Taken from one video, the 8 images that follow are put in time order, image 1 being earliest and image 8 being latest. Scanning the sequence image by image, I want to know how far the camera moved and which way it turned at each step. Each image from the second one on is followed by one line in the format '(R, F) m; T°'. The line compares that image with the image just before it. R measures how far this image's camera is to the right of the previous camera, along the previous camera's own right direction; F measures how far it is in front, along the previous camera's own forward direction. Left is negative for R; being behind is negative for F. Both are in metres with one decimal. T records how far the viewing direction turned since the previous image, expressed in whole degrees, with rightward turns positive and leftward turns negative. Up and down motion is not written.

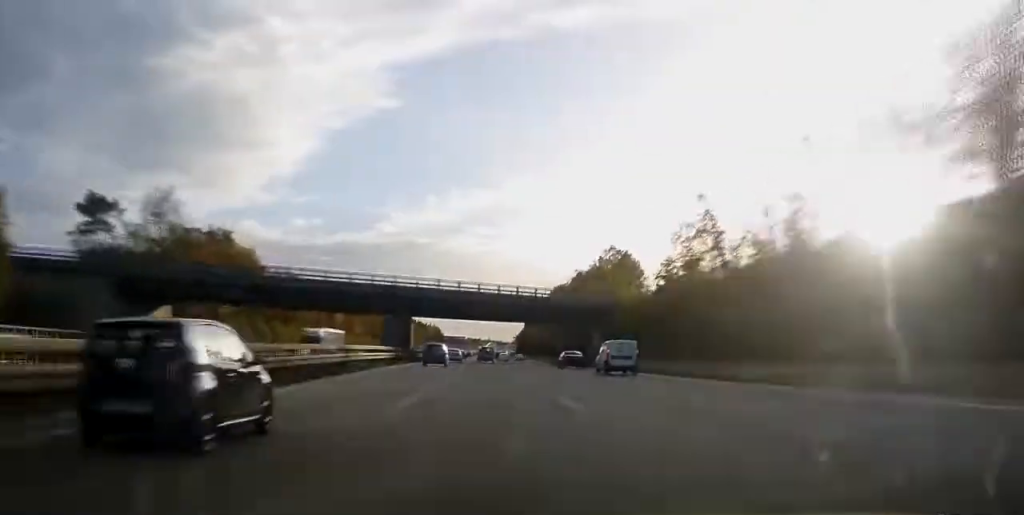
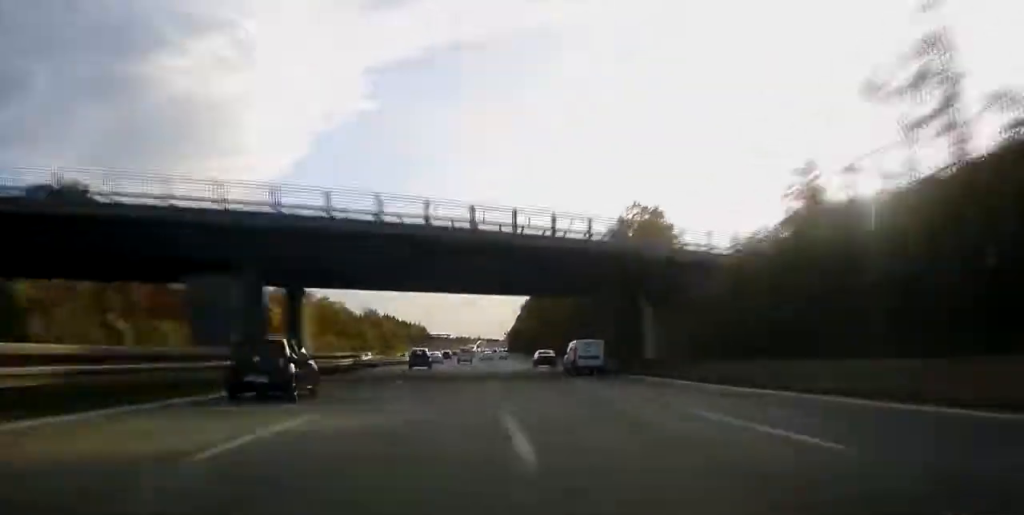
(0.0, +42.0) m; 0°
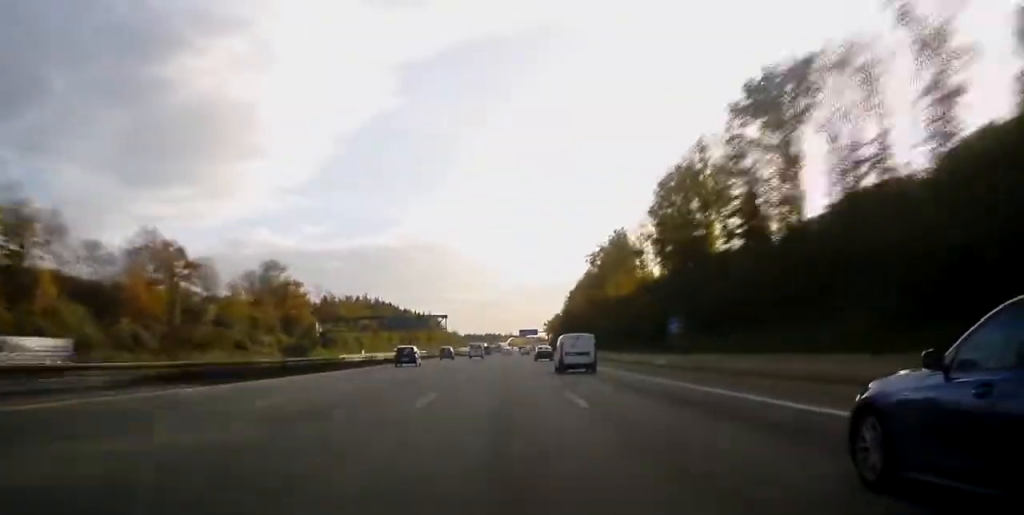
(-1.2, +152.3) m; -1°
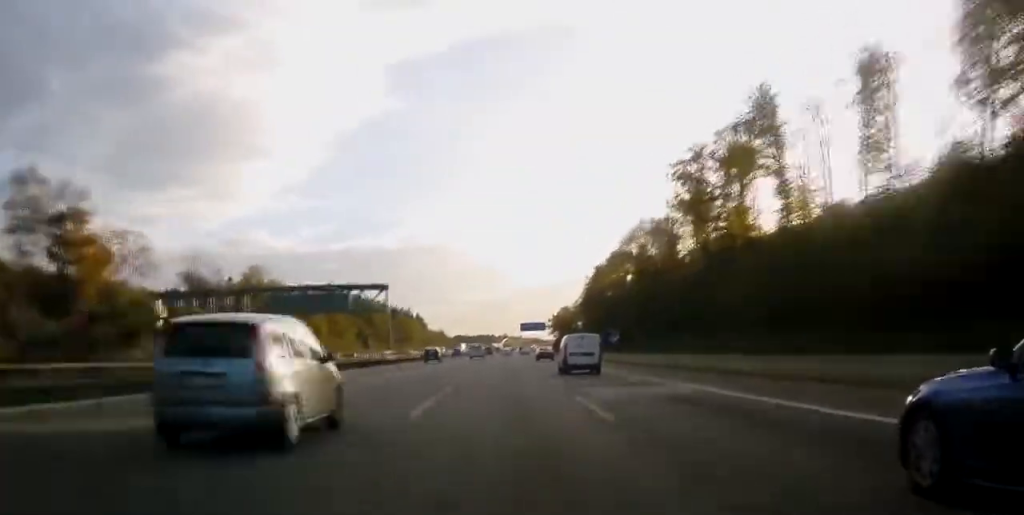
(-0.6, +74.5) m; 0°
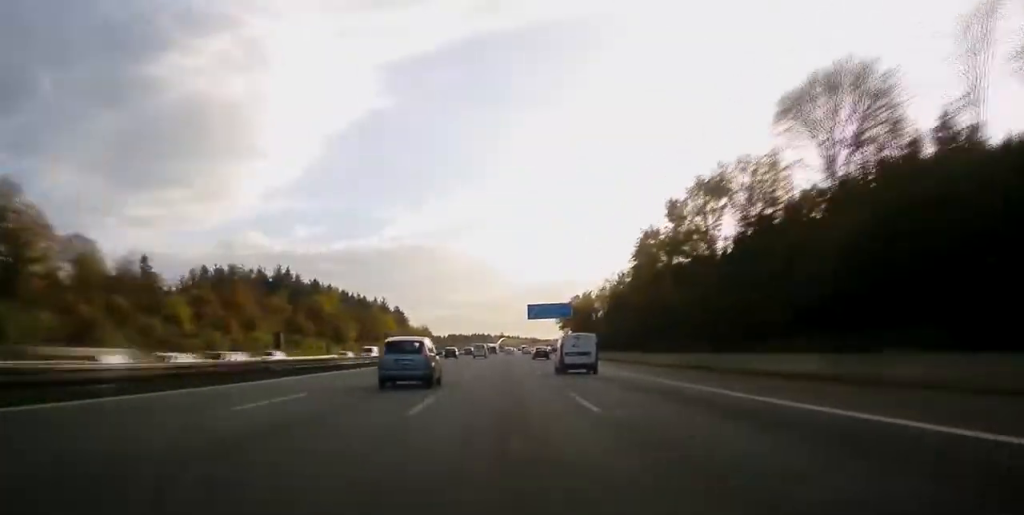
(+0.5, +69.2) m; +1°
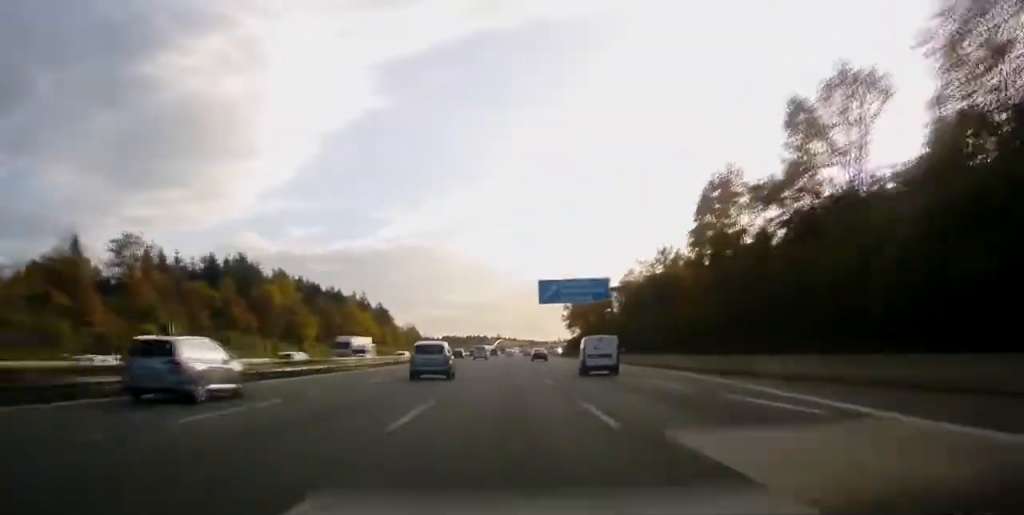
(+0.1, +37.7) m; +1°
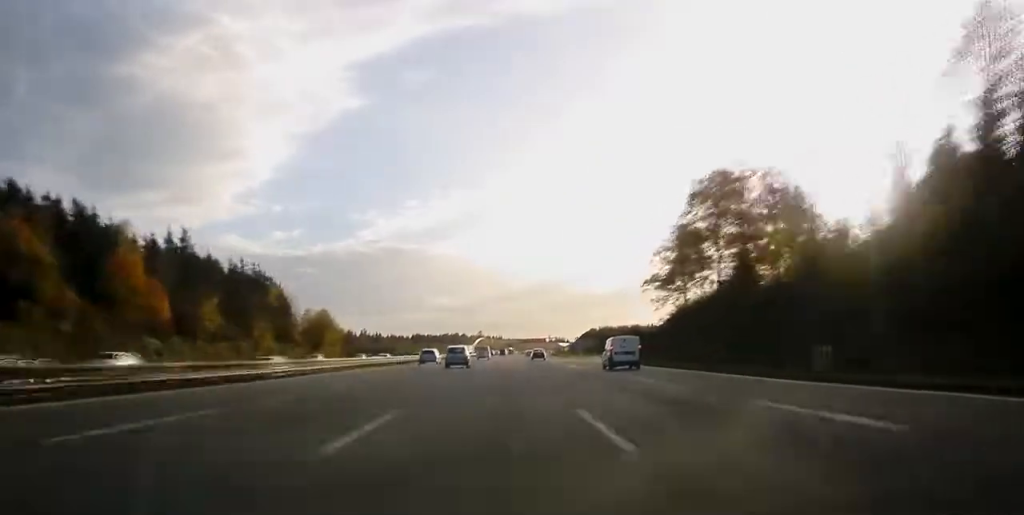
(+7.6, +148.6) m; +1°
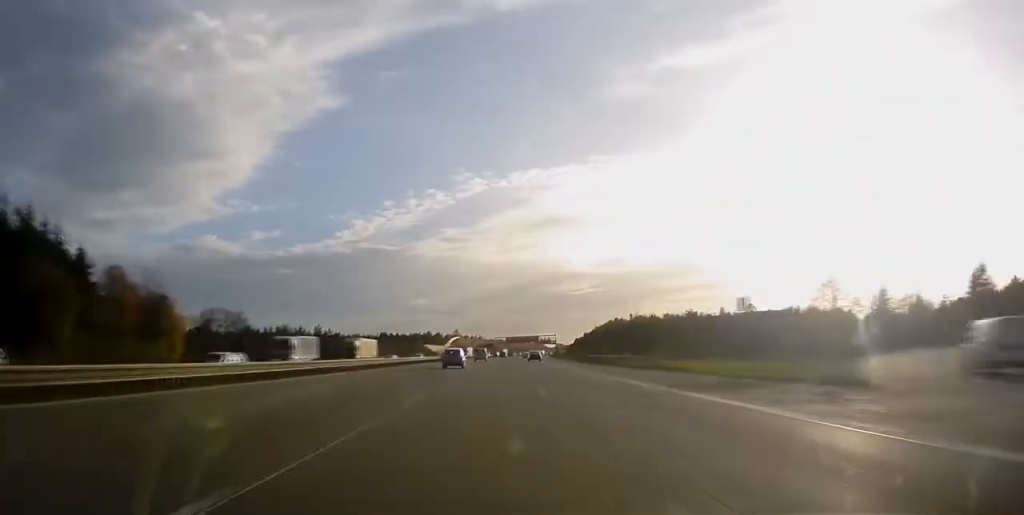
(-8.1, +102.4) m; -6°
